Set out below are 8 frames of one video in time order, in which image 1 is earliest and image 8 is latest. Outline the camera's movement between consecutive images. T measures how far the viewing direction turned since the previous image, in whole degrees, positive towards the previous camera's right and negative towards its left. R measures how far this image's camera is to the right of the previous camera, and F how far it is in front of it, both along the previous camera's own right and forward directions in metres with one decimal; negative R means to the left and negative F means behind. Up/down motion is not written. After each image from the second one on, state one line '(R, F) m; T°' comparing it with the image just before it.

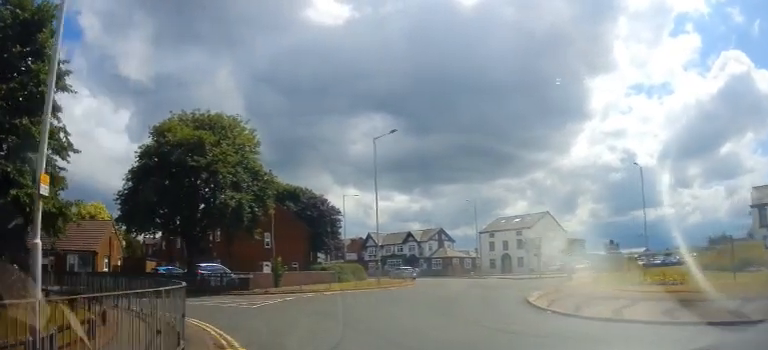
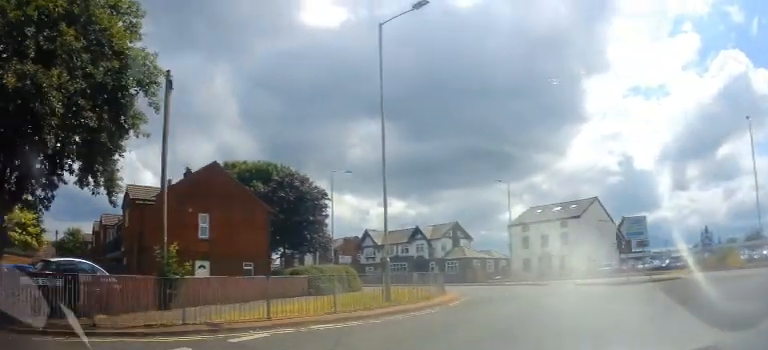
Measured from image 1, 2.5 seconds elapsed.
(-1.6, +15.1) m; +3°
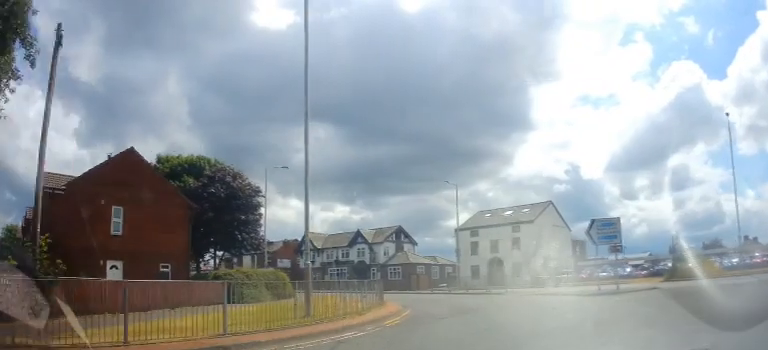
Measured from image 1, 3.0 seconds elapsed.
(+0.1, +3.4) m; +4°
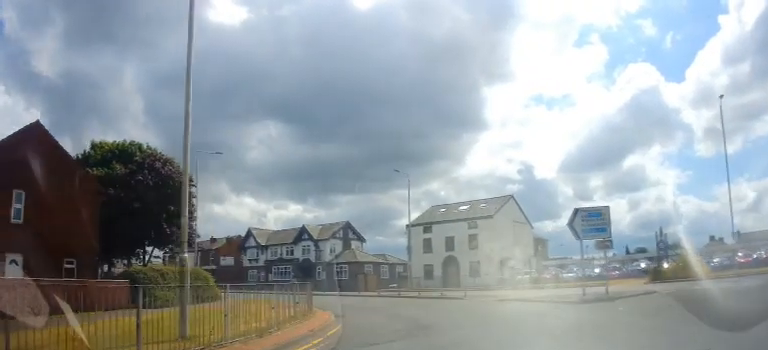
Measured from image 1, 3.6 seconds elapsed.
(+0.2, +4.0) m; +3°
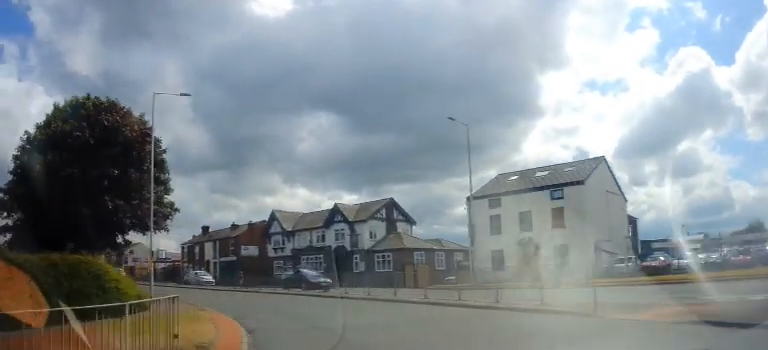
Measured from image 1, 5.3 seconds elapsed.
(+0.2, +11.7) m; -4°
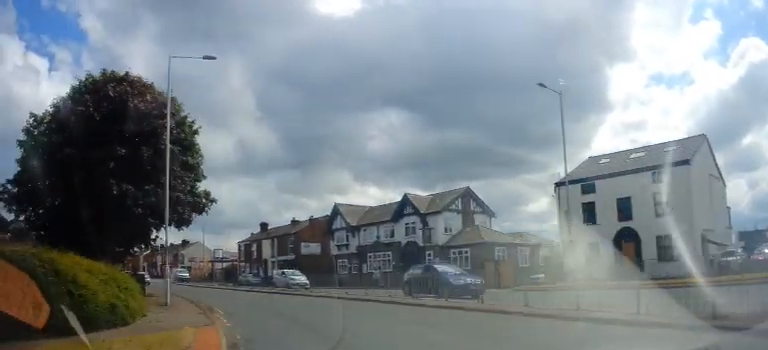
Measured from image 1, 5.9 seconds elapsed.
(-0.1, +4.7) m; -6°
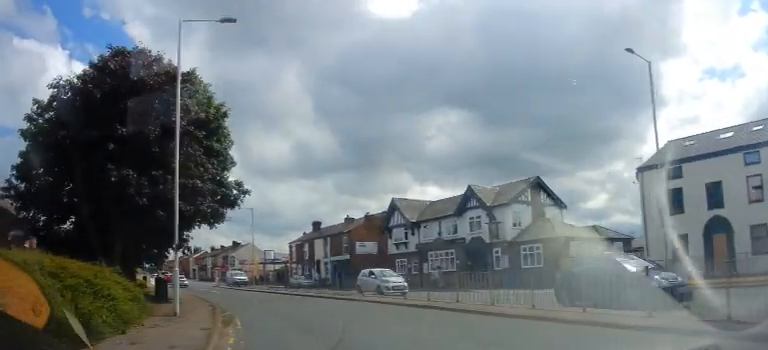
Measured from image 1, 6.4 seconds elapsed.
(-0.3, +3.8) m; -8°
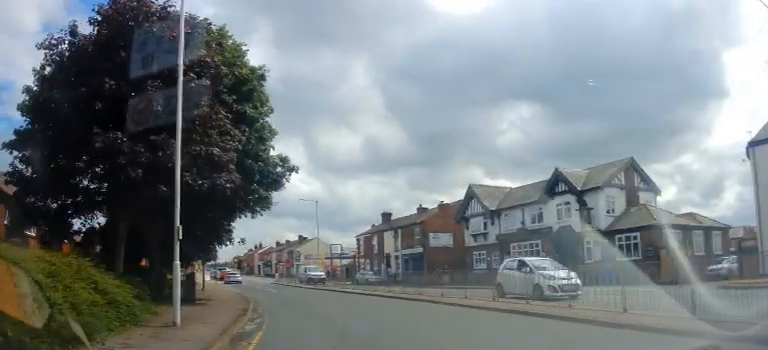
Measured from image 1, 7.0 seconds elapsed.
(0.0, +4.5) m; -8°
